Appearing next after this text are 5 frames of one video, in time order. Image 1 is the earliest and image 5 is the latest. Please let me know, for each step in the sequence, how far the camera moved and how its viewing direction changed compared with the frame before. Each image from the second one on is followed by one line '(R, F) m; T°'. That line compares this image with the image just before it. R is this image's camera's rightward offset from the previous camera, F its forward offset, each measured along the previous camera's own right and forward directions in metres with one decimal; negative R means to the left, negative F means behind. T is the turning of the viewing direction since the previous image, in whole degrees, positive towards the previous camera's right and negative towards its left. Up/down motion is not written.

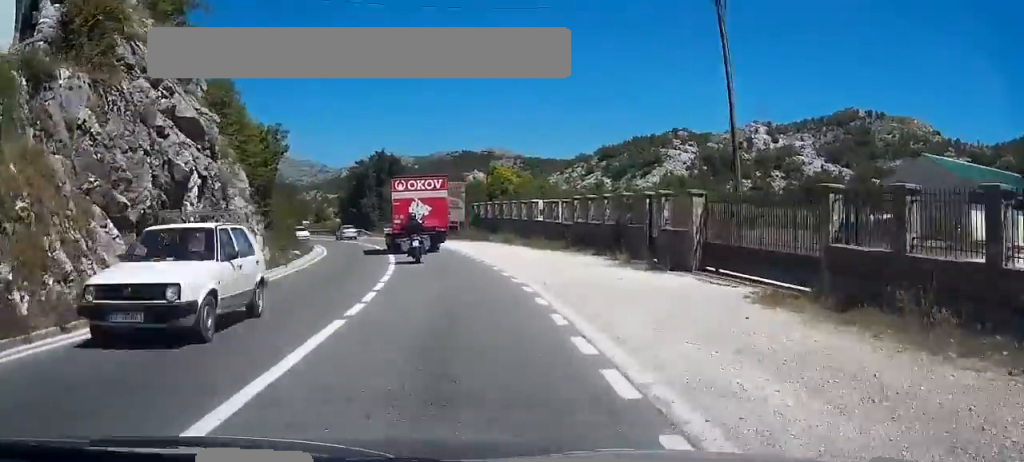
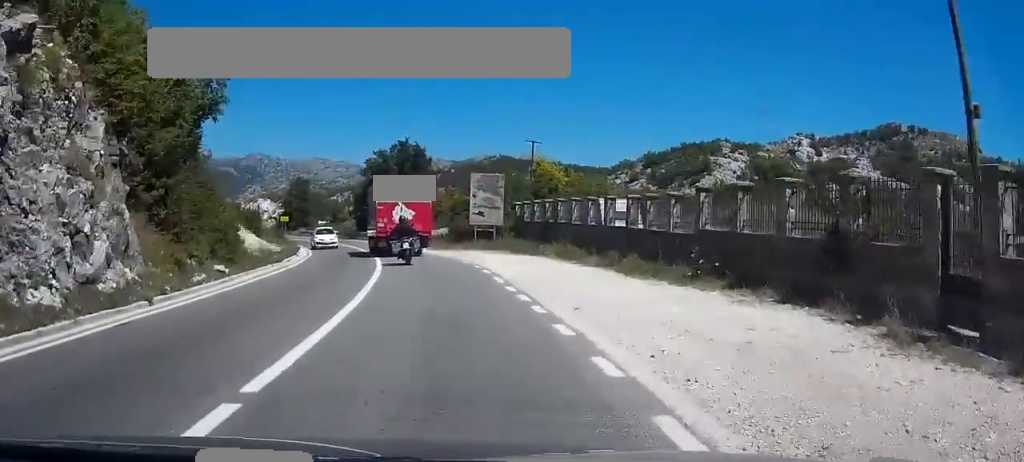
(-0.2, +14.2) m; -2°
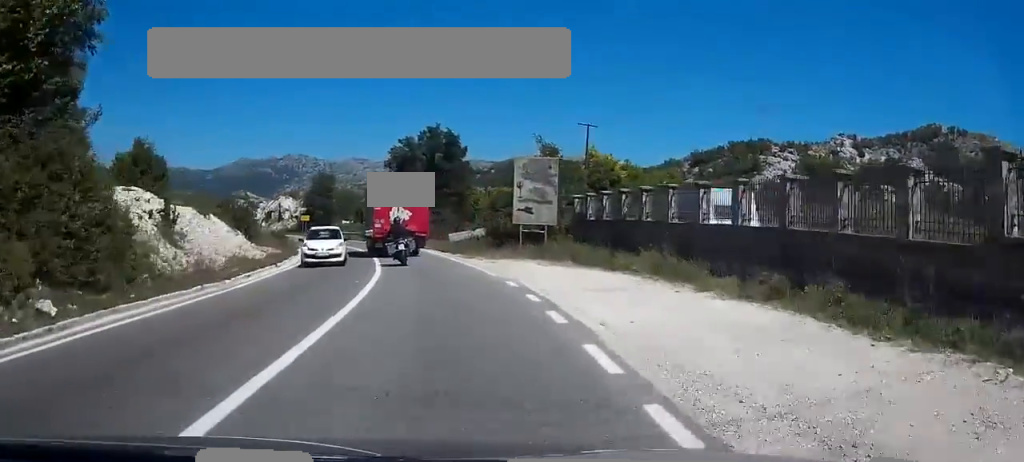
(-0.1, +10.6) m; -1°
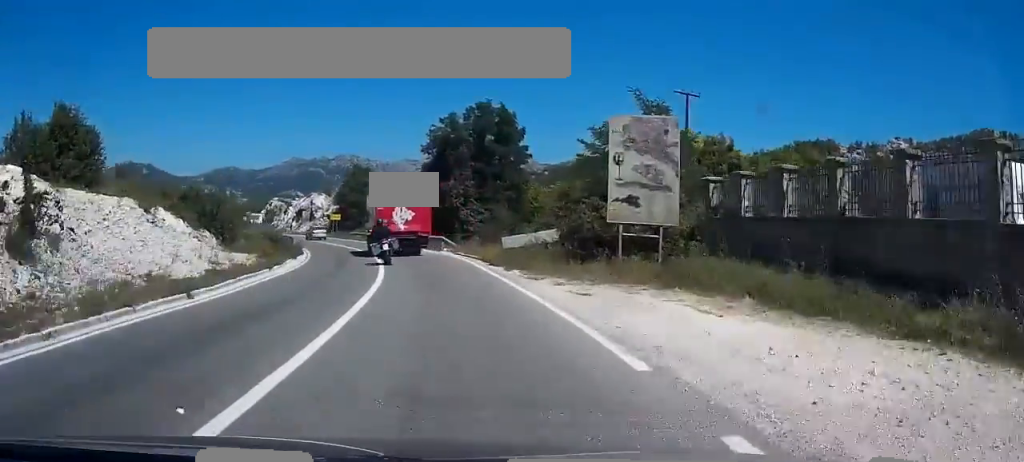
(0.0, +13.2) m; -3°
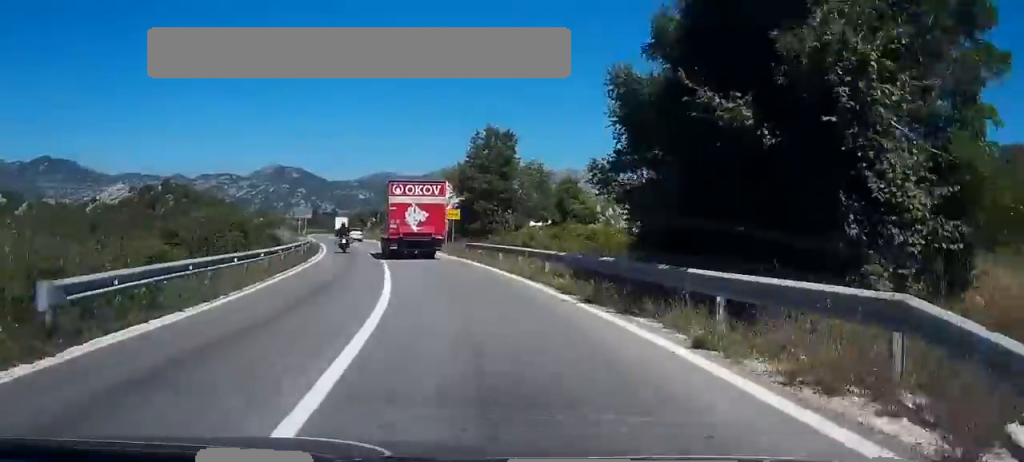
(-4.4, +37.1) m; -13°
